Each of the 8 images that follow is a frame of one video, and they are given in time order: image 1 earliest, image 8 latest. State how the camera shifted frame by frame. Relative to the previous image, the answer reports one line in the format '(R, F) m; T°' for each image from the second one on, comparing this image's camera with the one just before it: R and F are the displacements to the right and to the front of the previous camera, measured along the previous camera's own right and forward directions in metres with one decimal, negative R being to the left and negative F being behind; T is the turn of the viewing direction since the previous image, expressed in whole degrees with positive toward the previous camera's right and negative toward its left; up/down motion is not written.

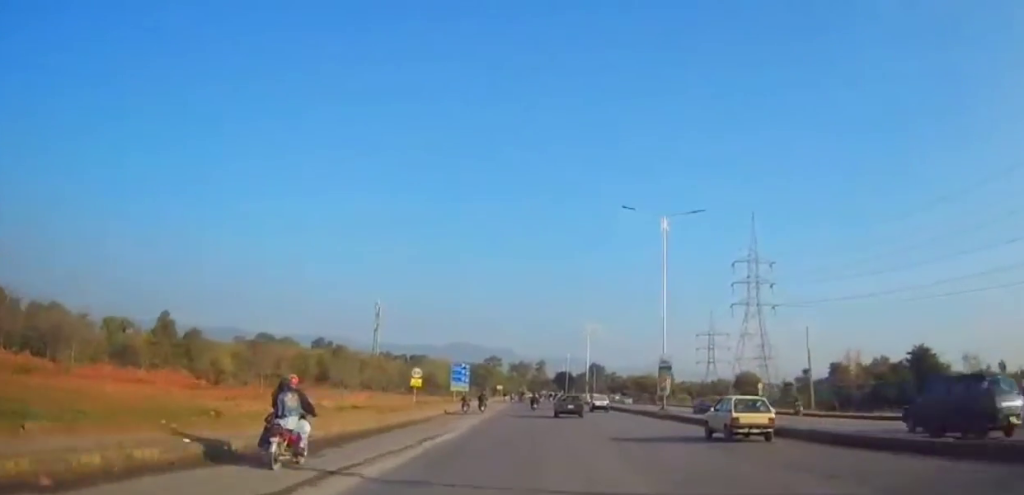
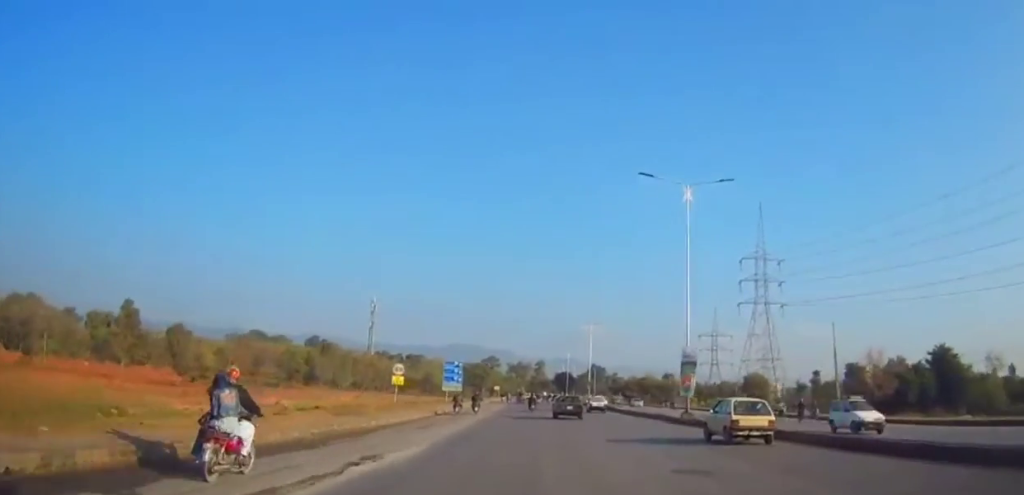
(0.0, +7.0) m; -1°
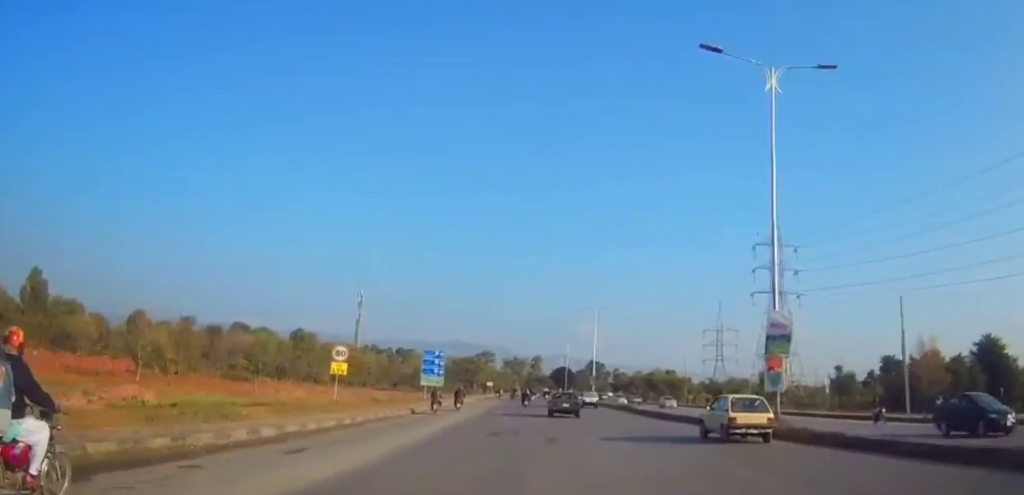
(-0.3, +14.1) m; +1°
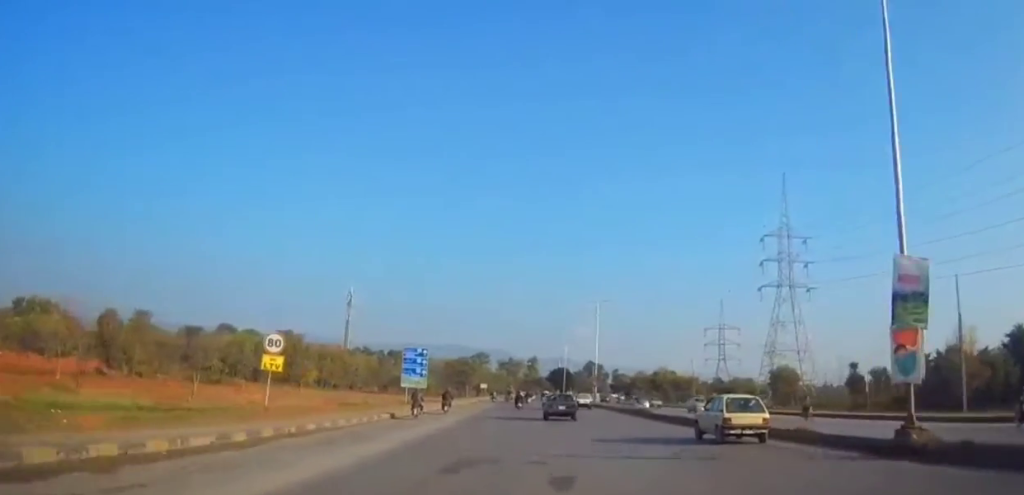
(-0.2, +8.2) m; +1°
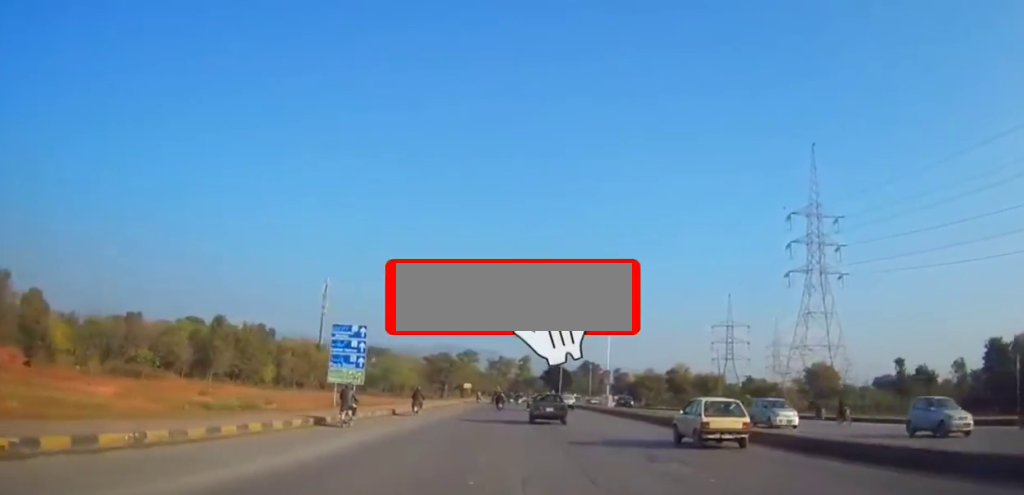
(+1.0, +21.1) m; +1°
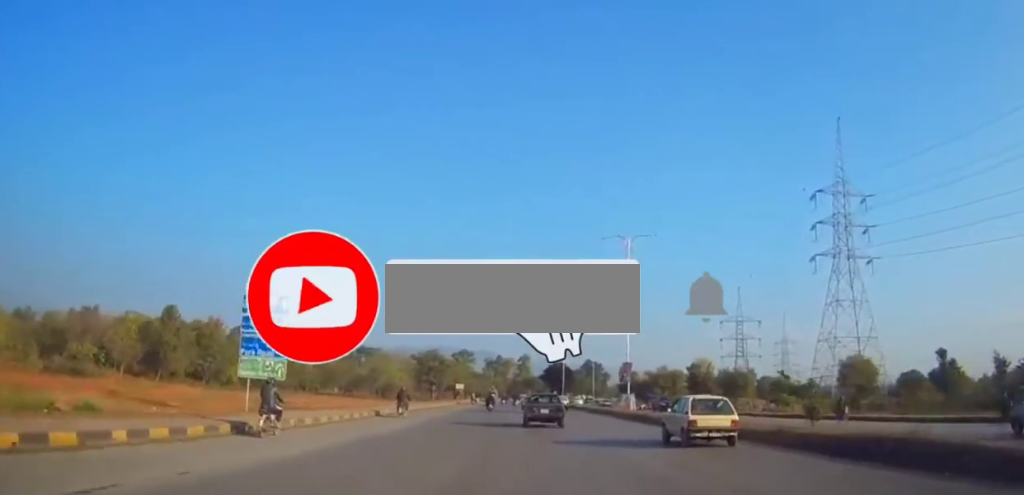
(-0.2, +14.0) m; -1°
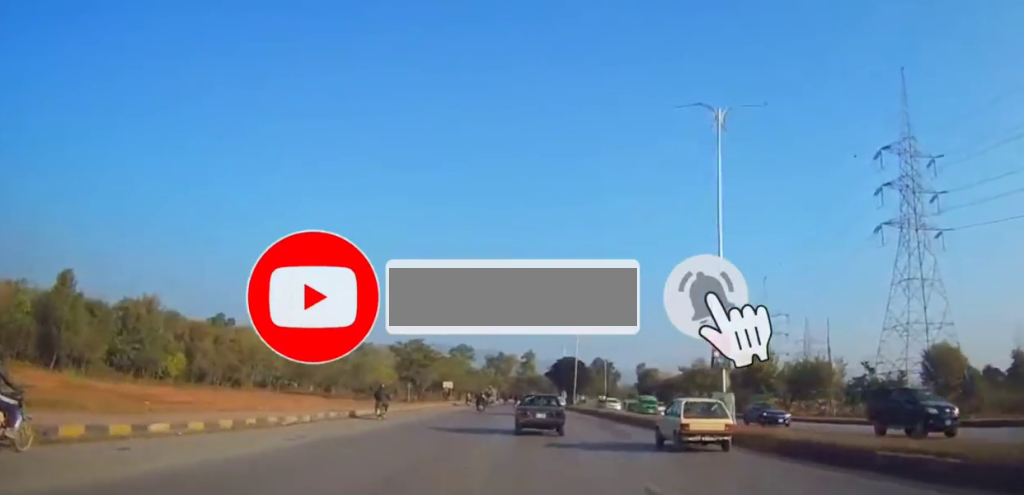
(-0.1, +22.6) m; 0°
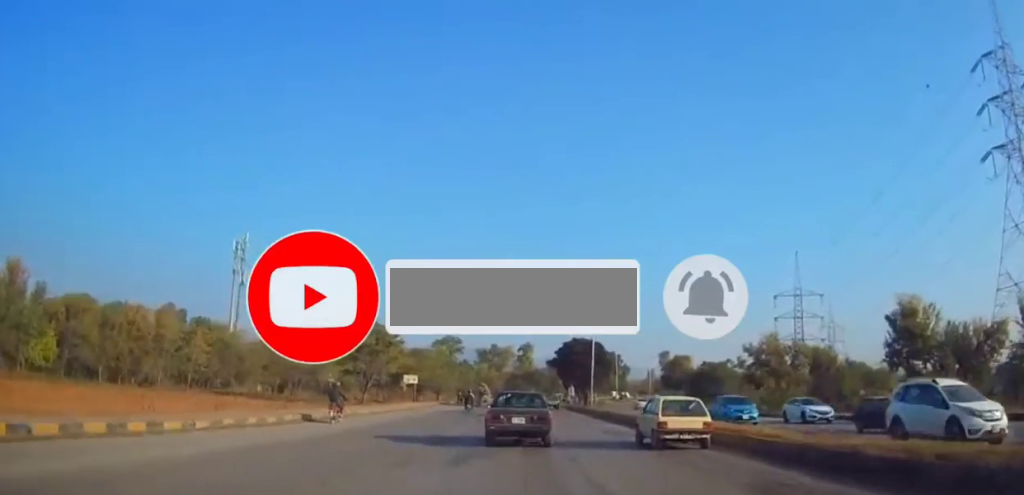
(-0.3, +29.8) m; 0°
